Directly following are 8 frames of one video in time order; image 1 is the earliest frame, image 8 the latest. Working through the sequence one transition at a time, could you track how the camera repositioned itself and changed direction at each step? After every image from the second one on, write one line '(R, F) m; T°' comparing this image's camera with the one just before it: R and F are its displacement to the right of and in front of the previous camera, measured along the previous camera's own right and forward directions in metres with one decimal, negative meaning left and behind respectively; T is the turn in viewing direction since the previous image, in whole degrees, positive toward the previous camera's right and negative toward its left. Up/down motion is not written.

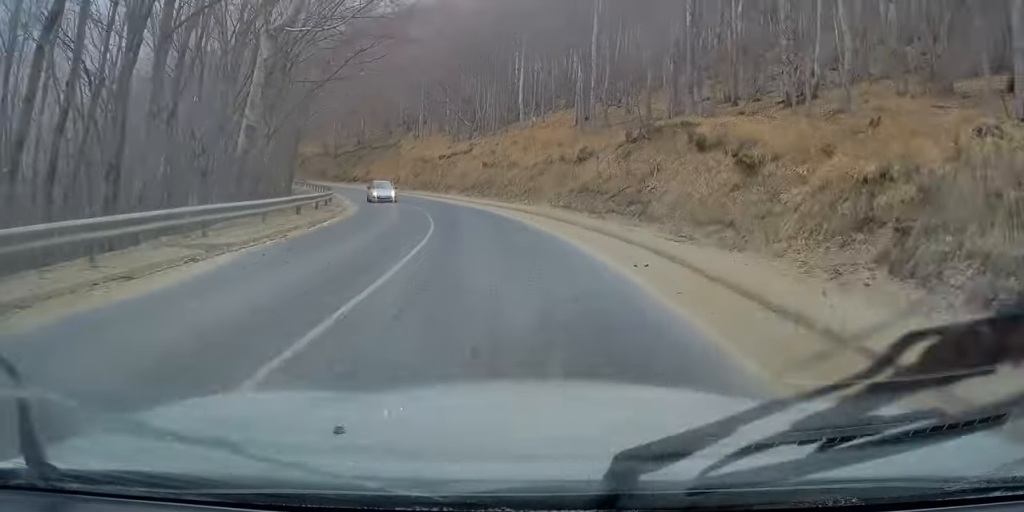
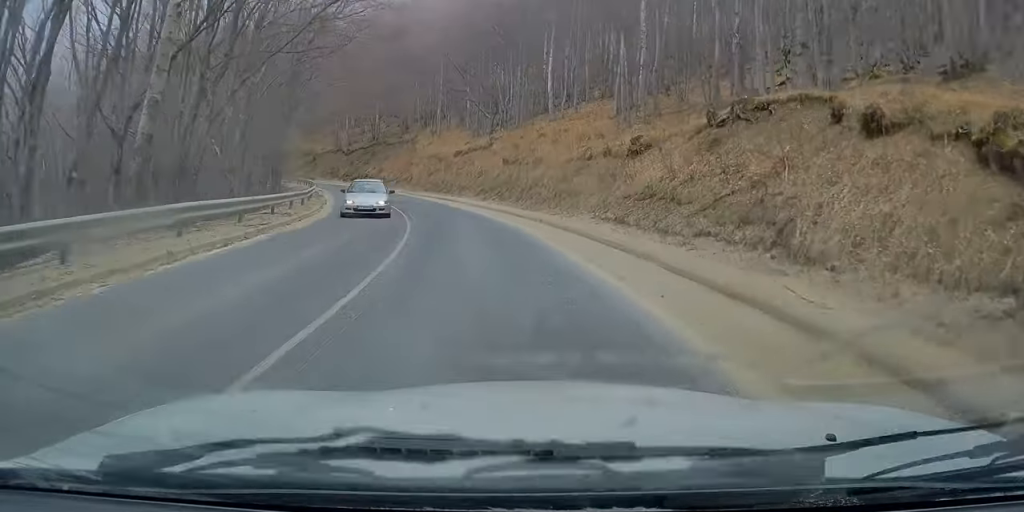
(+0.5, +8.3) m; +1°
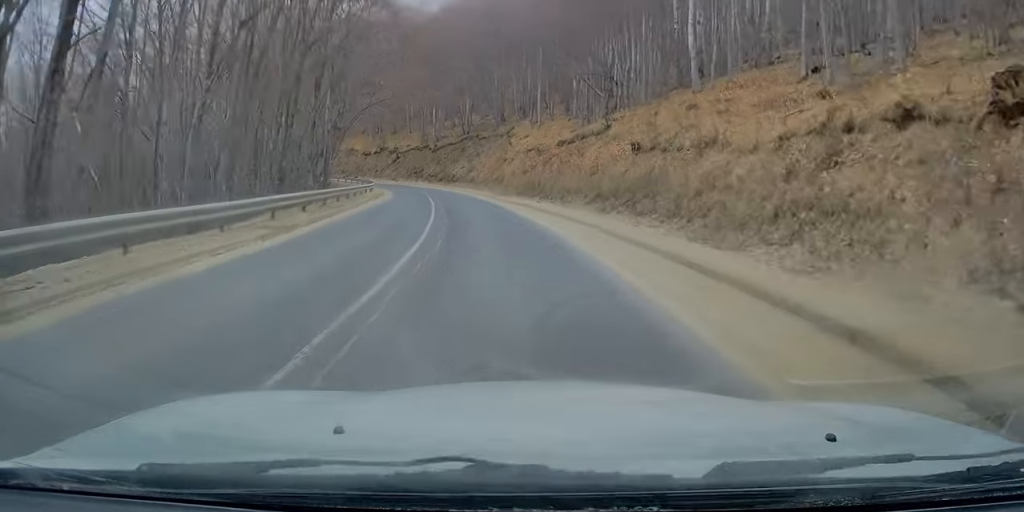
(-0.3, +15.4) m; -2°
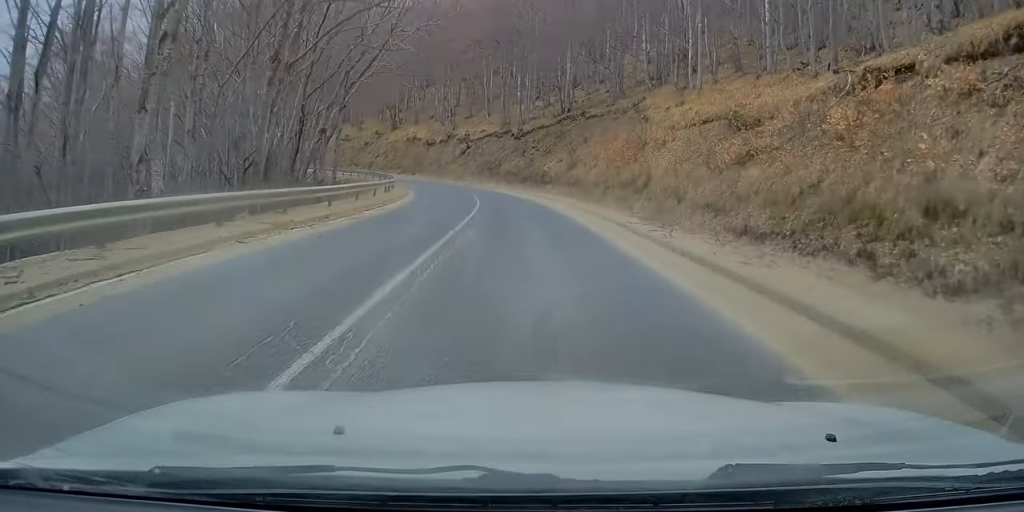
(-0.6, +29.9) m; -2°
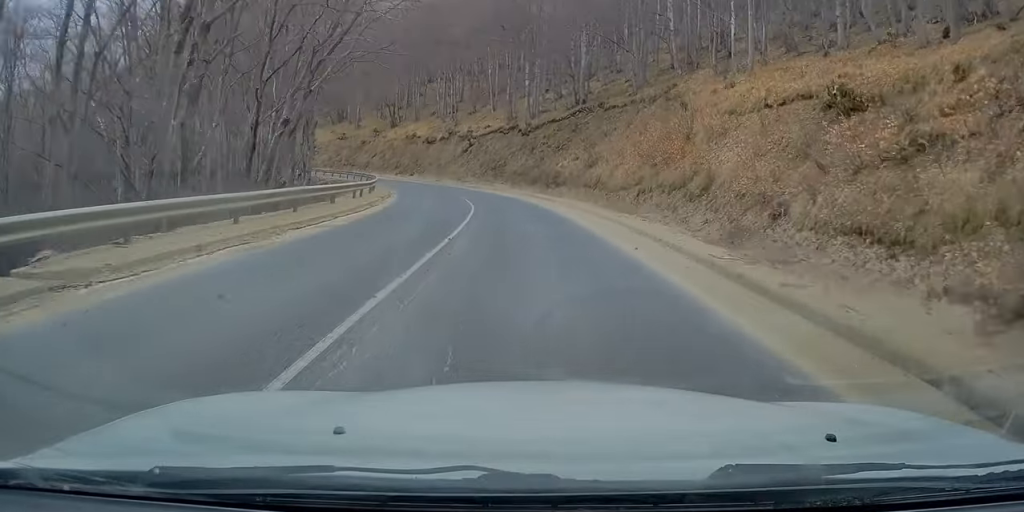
(0.0, +7.5) m; 0°
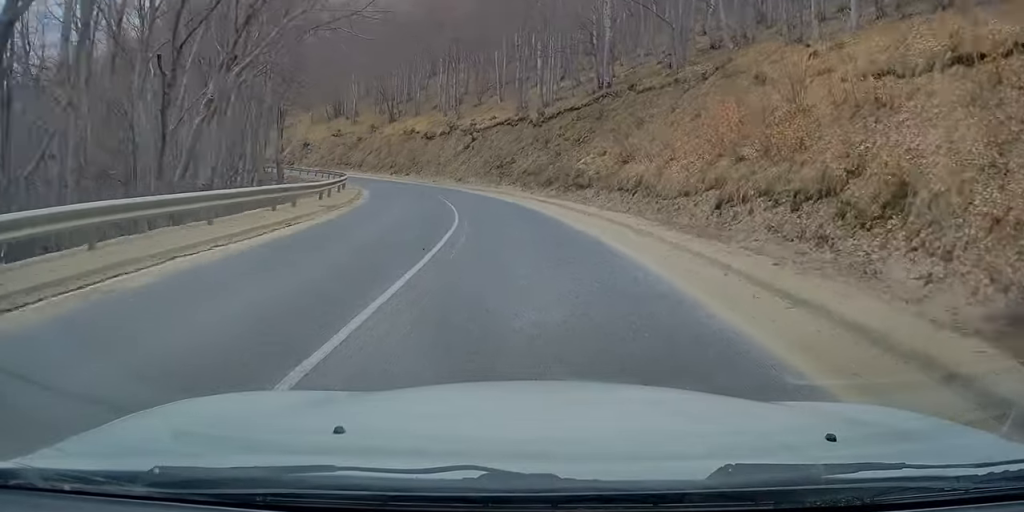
(-0.1, +9.4) m; 0°
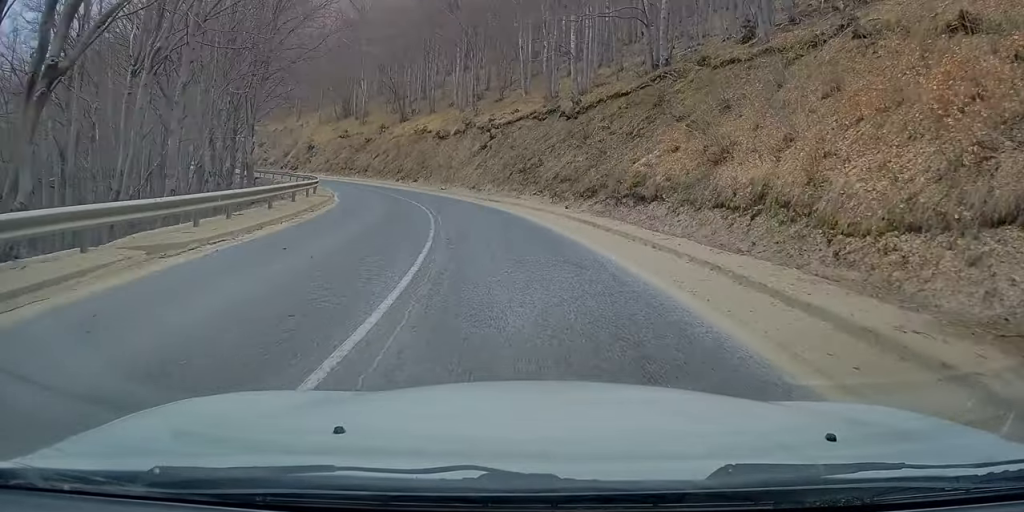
(+0.2, +10.4) m; -4°
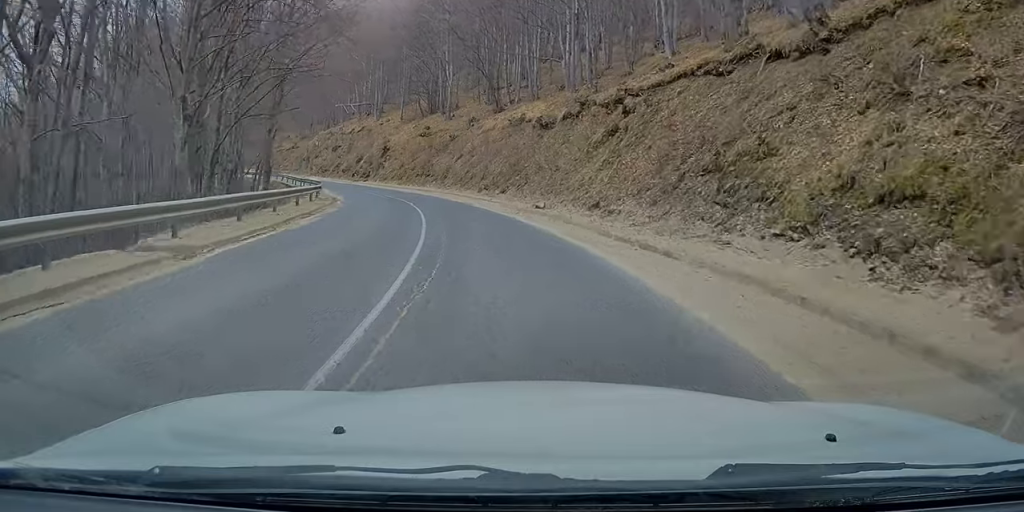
(-2.0, +19.0) m; -14°
